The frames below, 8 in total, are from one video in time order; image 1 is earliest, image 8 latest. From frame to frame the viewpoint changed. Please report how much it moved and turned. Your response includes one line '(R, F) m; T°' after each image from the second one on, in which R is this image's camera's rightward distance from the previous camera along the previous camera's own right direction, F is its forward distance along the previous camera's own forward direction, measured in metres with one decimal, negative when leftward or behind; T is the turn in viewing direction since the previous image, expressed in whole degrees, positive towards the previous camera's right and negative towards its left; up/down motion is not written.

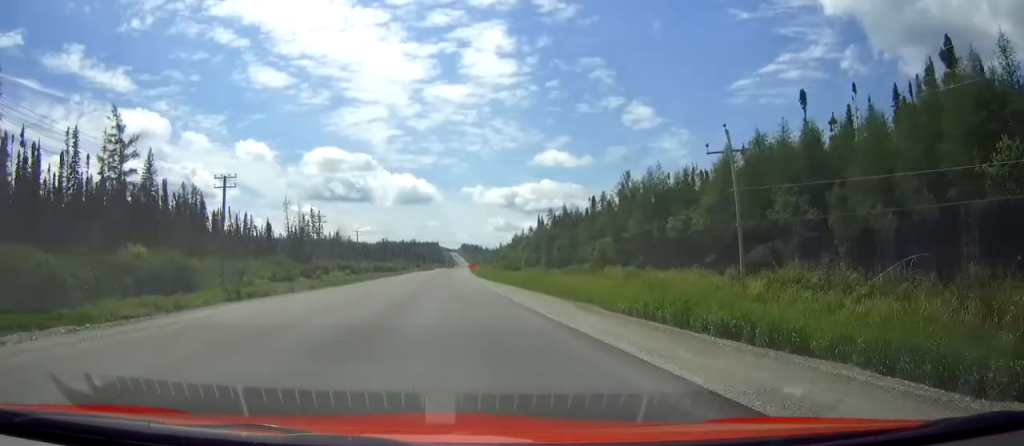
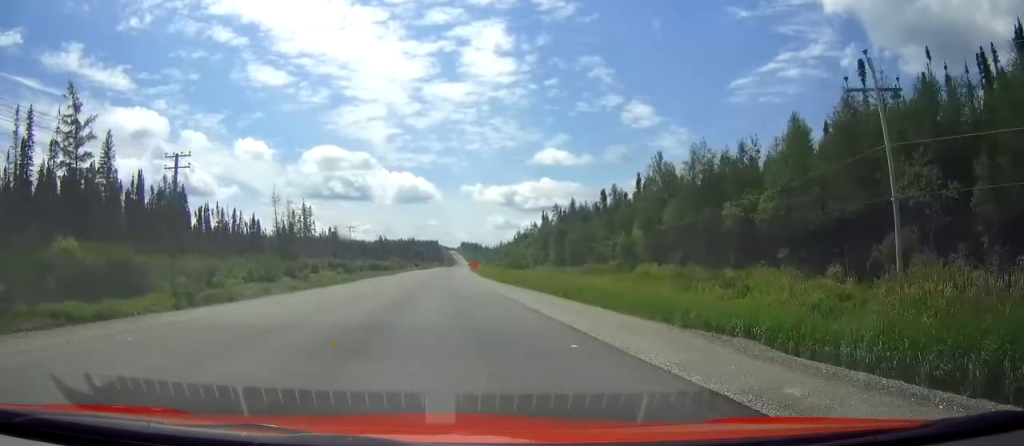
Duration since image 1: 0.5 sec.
(0.0, +12.6) m; 0°
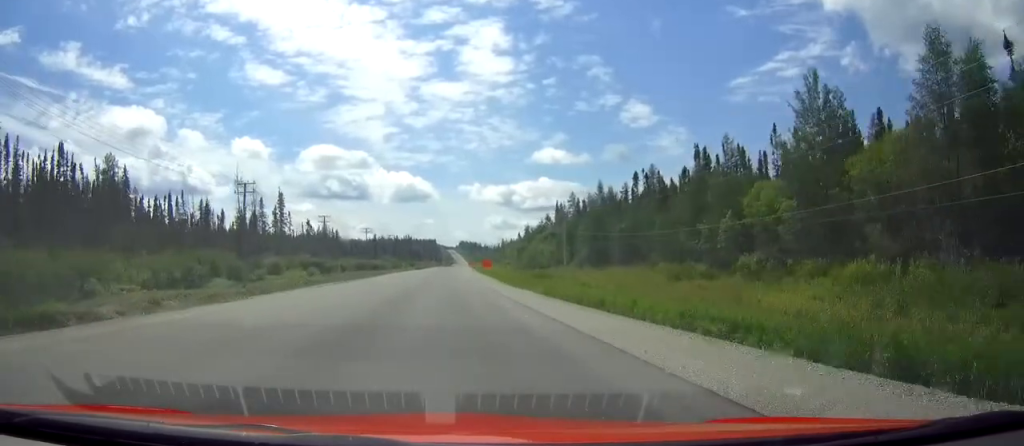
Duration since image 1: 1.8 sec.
(+0.1, +31.4) m; 0°
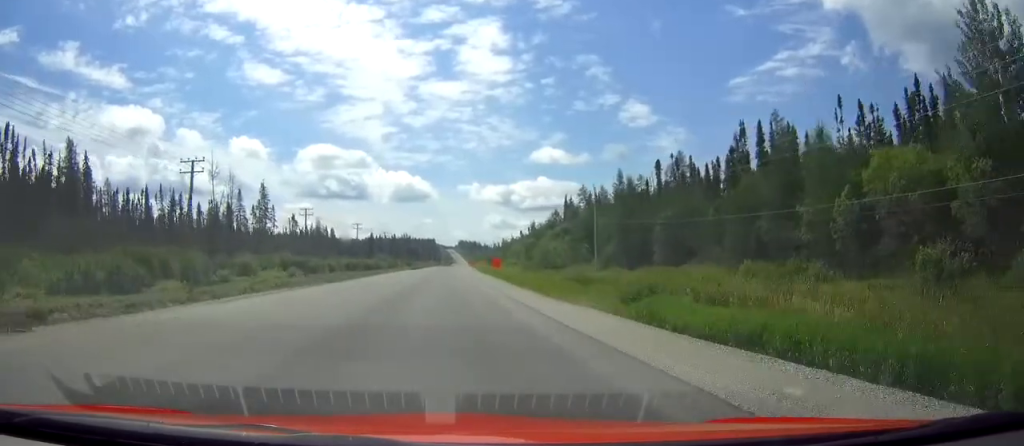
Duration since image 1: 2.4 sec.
(0.0, +16.3) m; 0°
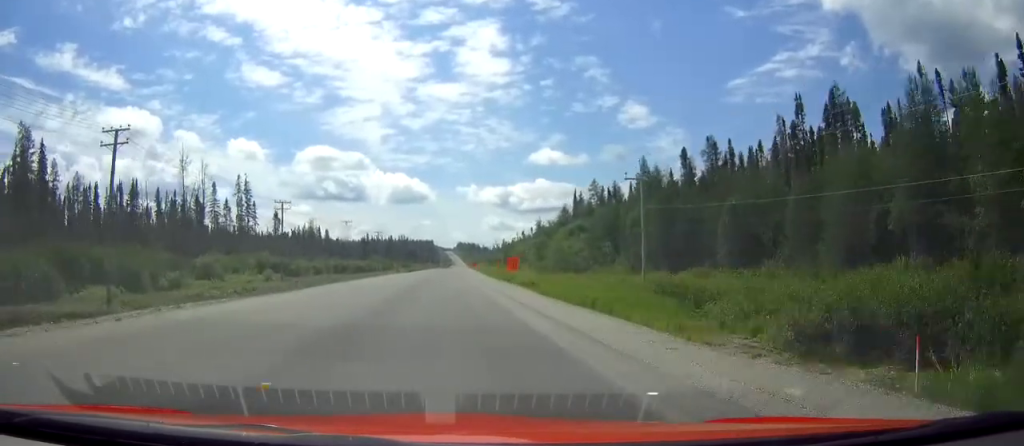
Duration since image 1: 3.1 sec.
(0.0, +15.2) m; 0°
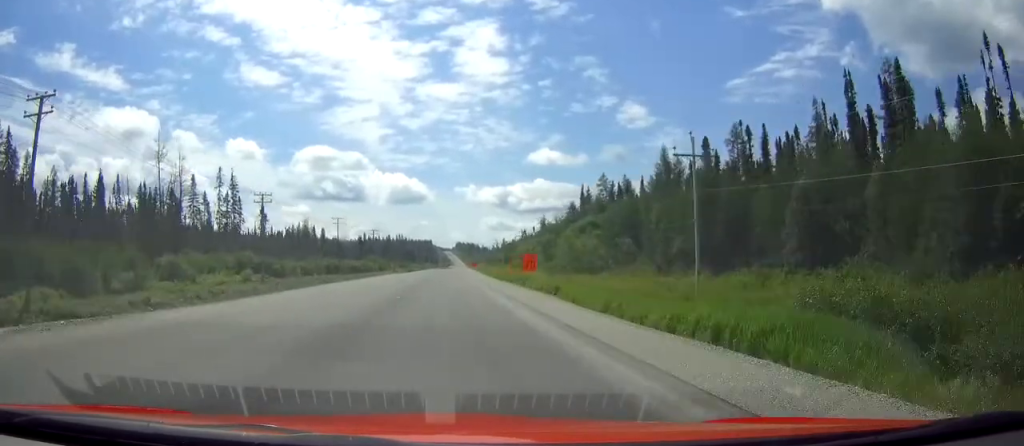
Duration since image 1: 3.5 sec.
(0.0, +10.4) m; 0°
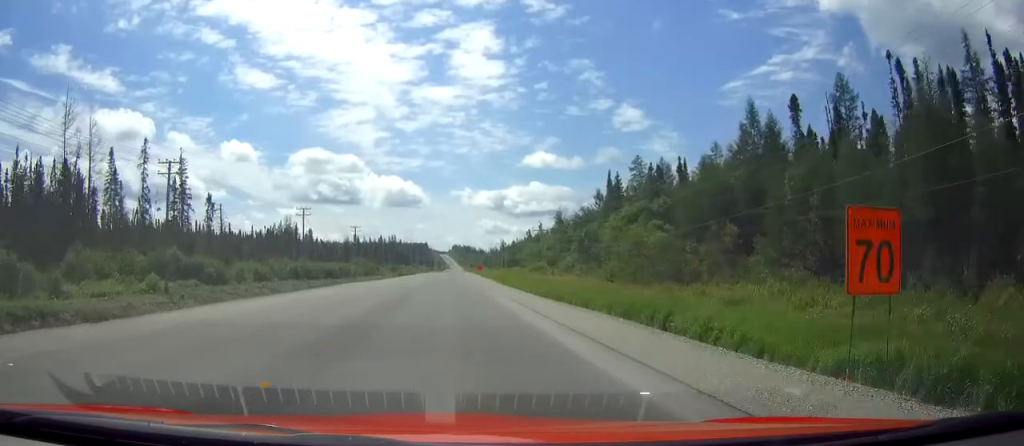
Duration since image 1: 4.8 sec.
(+0.1, +29.9) m; 0°
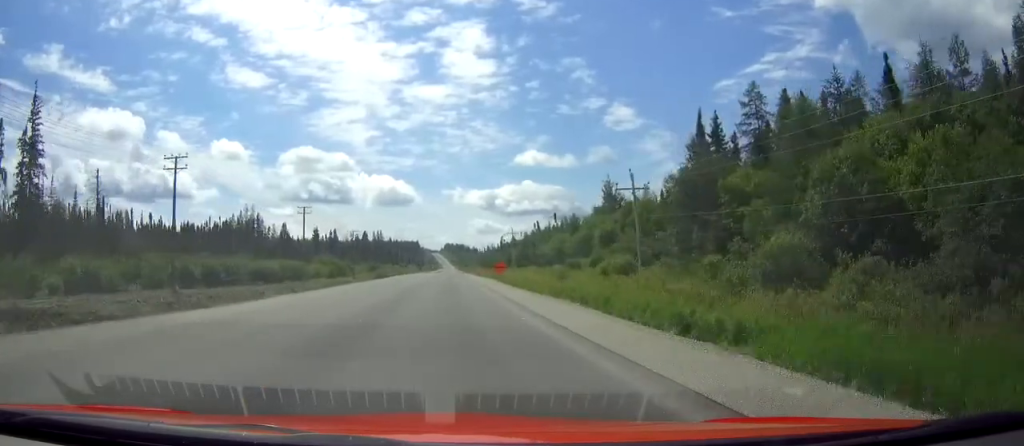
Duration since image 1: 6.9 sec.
(0.0, +50.5) m; 0°
